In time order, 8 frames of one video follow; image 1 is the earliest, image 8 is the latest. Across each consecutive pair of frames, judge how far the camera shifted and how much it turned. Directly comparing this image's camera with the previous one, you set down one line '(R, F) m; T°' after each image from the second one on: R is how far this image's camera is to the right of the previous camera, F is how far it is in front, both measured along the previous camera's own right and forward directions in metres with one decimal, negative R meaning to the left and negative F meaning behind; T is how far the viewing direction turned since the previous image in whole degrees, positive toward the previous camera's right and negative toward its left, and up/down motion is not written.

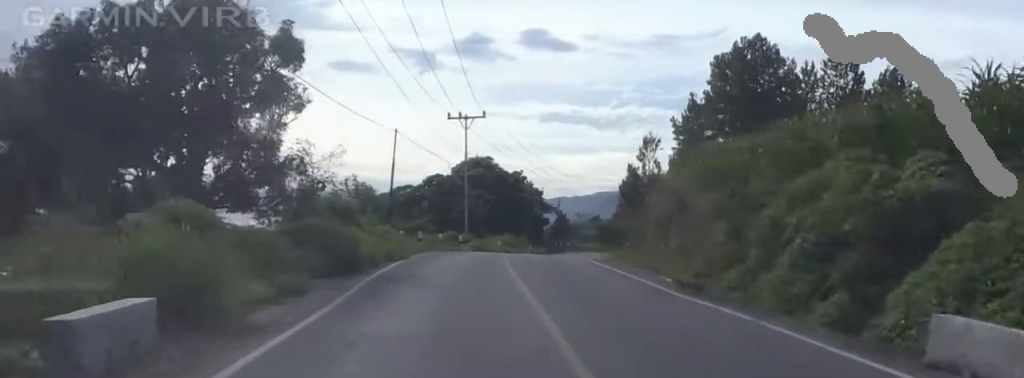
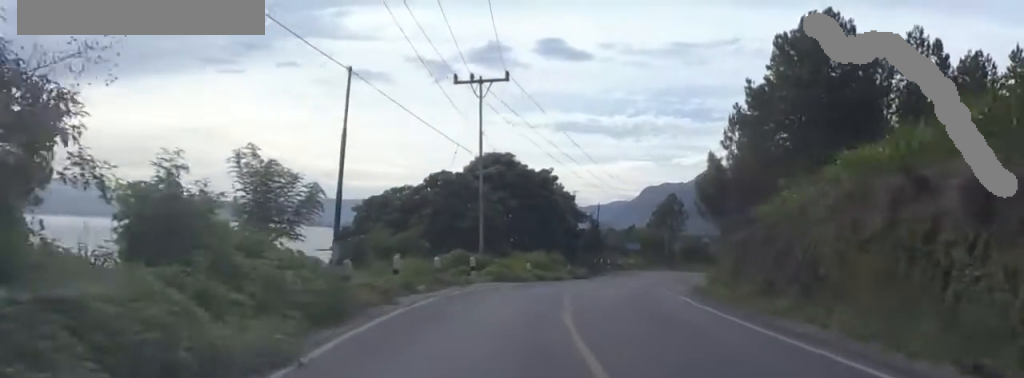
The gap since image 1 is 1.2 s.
(+0.6, +18.1) m; +2°
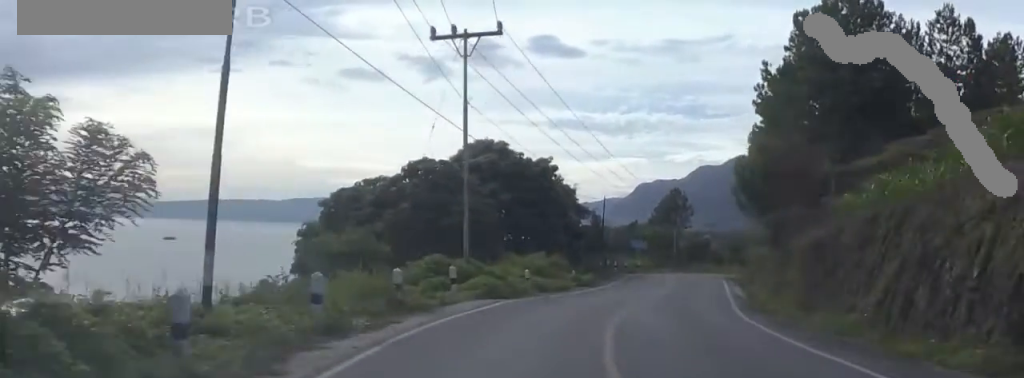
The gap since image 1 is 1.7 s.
(0.0, +8.6) m; +2°
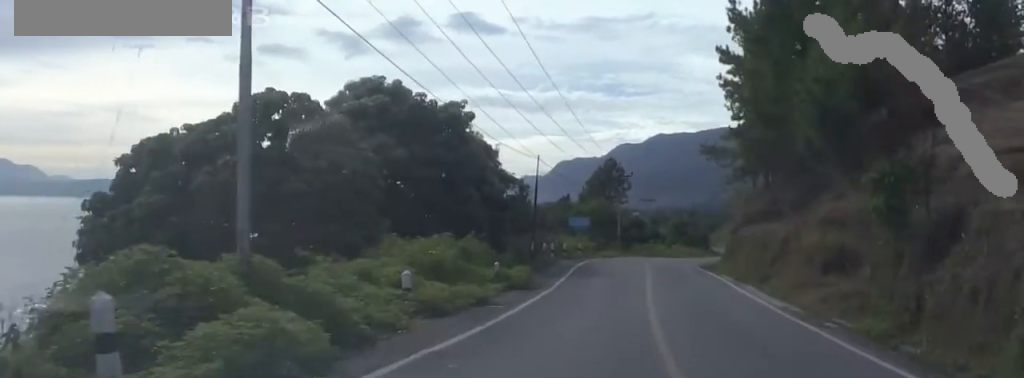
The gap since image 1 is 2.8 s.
(+0.6, +16.4) m; +6°
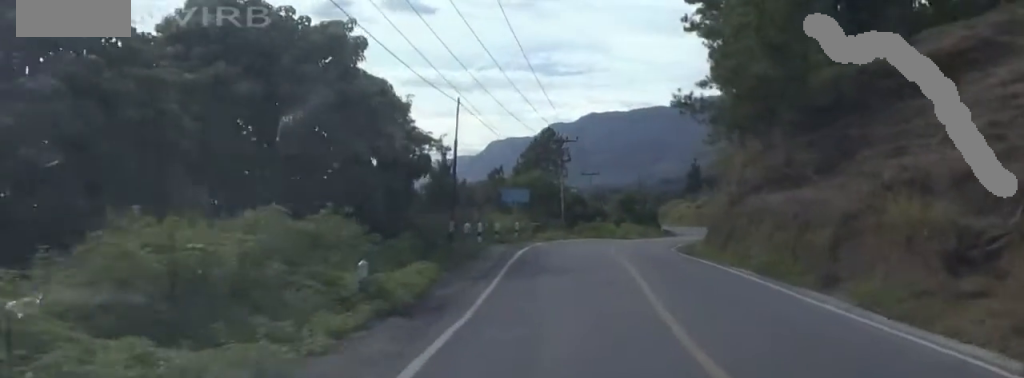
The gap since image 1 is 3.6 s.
(+0.8, +12.9) m; +5°
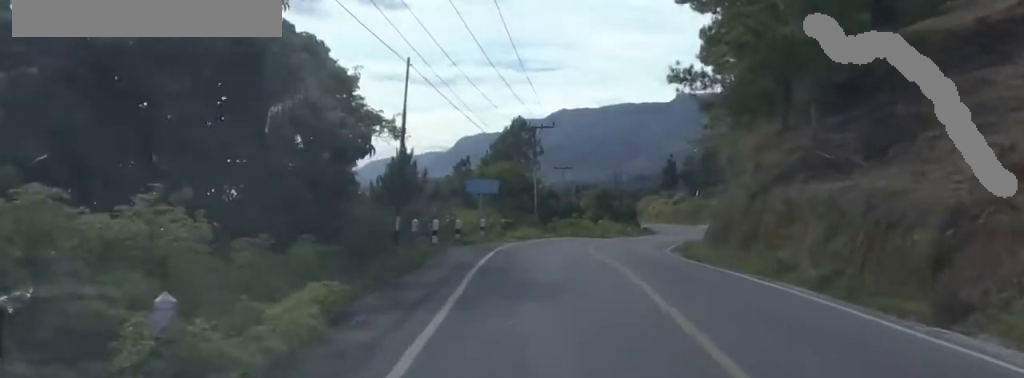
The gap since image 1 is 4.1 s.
(+0.2, +7.0) m; +1°
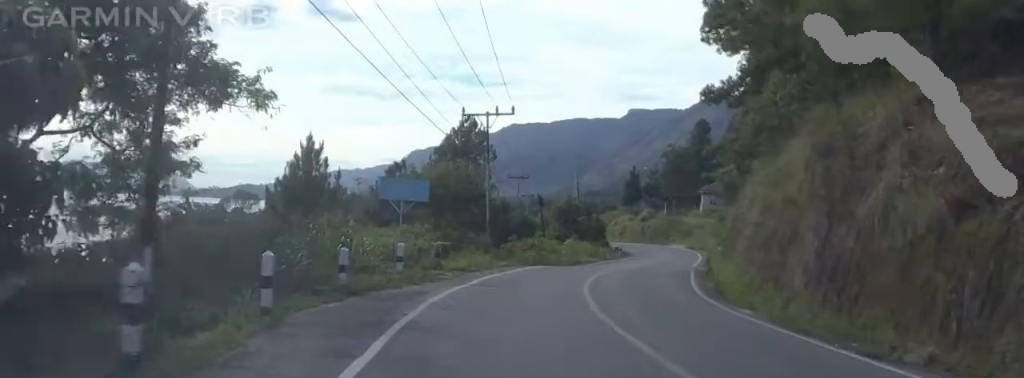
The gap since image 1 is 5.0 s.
(+0.2, +14.8) m; +1°
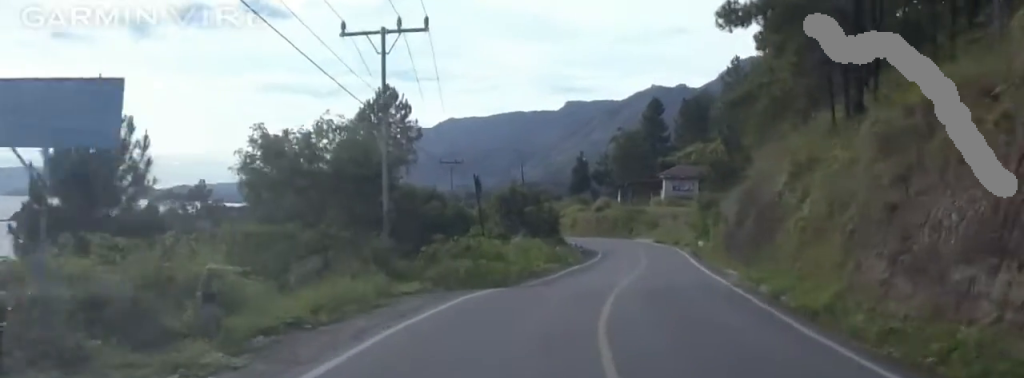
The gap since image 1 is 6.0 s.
(0.0, +17.0) m; +3°
